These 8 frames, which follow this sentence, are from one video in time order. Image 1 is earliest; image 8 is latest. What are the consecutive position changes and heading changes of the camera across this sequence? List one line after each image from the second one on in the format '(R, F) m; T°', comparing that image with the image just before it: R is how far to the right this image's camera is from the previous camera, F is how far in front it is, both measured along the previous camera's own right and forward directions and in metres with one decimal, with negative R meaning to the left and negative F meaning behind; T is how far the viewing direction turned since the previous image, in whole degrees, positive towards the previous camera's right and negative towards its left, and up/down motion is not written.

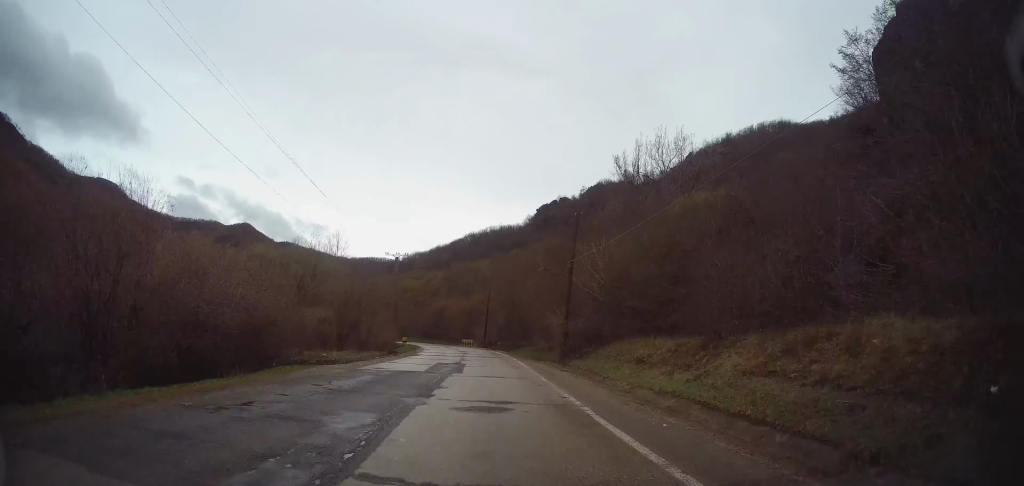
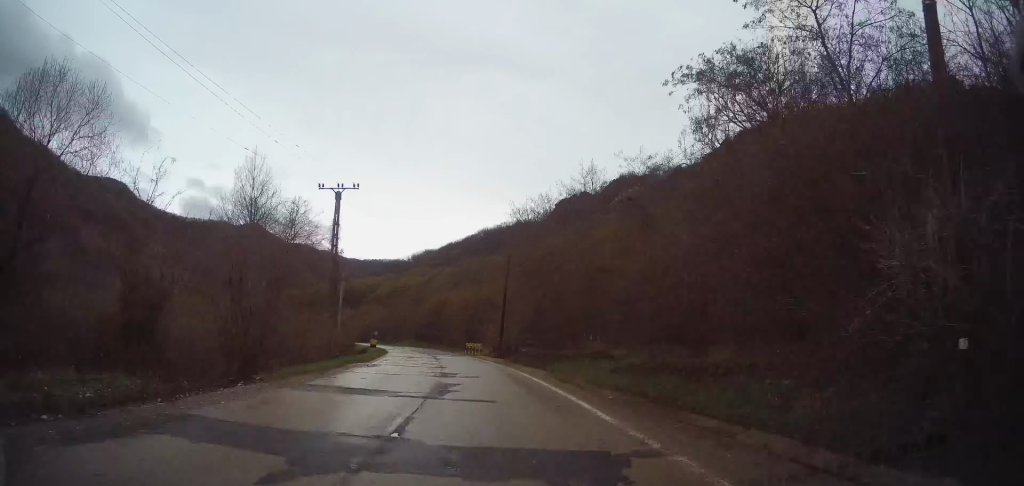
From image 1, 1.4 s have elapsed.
(-0.7, +29.3) m; -3°
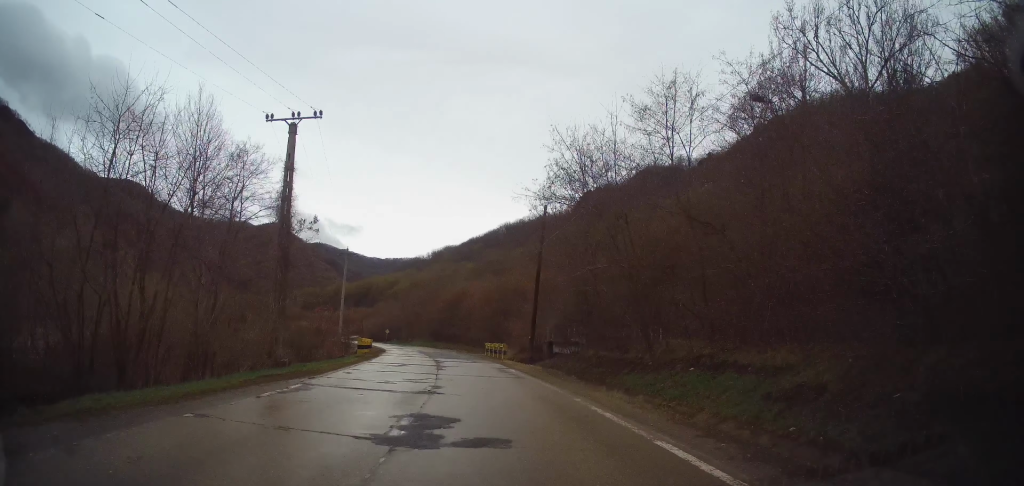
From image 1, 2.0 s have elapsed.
(-0.1, +11.5) m; -1°
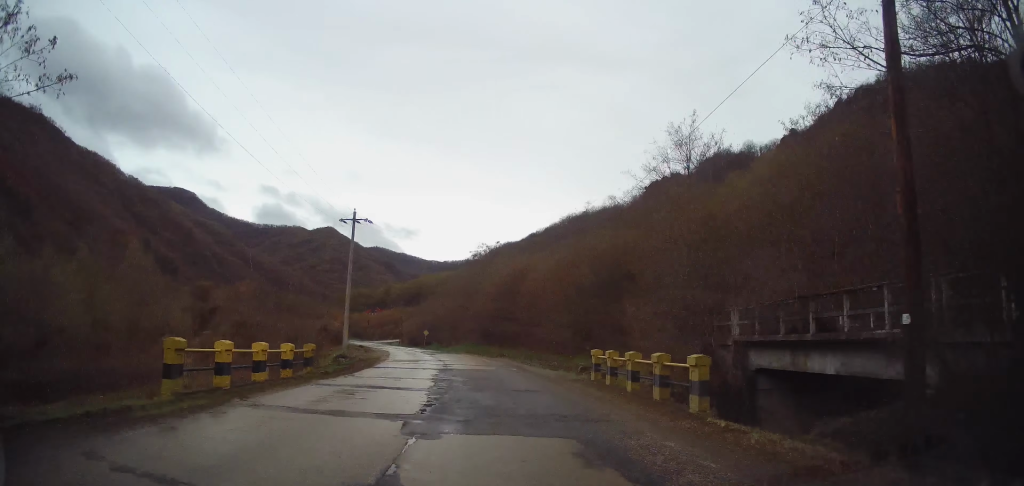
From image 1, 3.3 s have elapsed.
(-0.7, +26.2) m; -5°
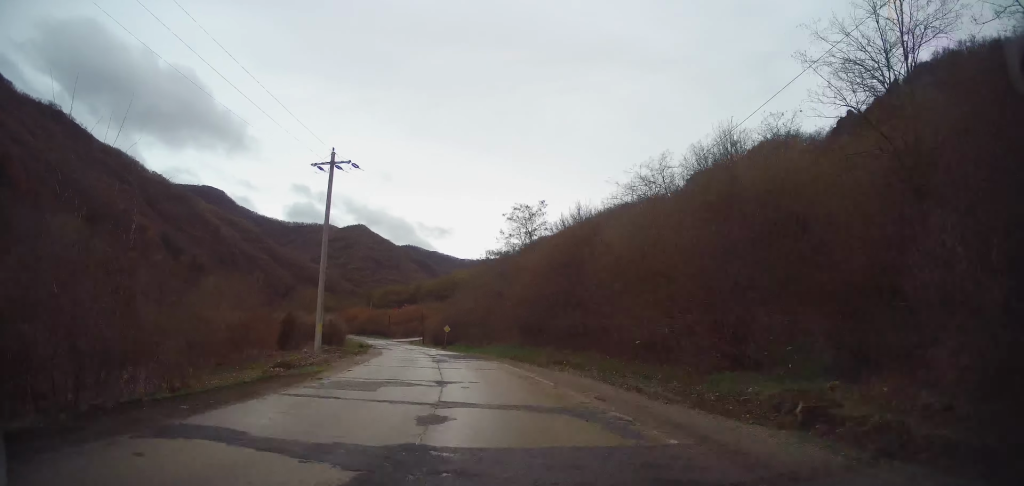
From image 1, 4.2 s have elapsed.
(-0.7, +18.1) m; -4°
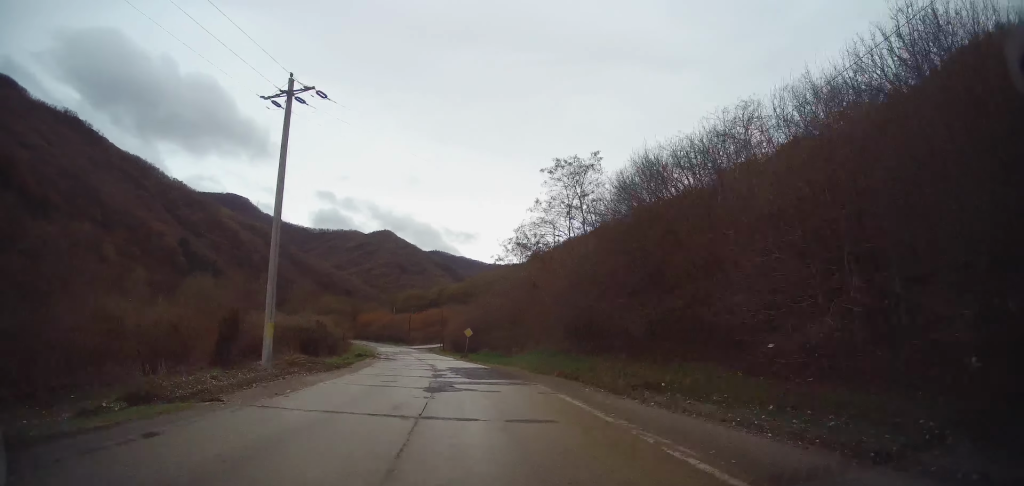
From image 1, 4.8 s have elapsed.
(-0.3, +12.7) m; -3°
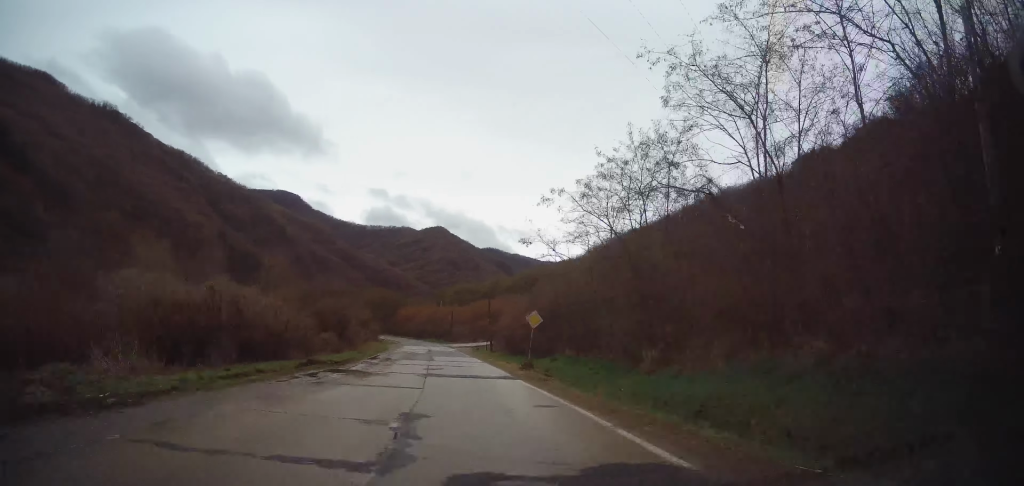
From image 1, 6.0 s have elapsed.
(-1.2, +23.8) m; -7°
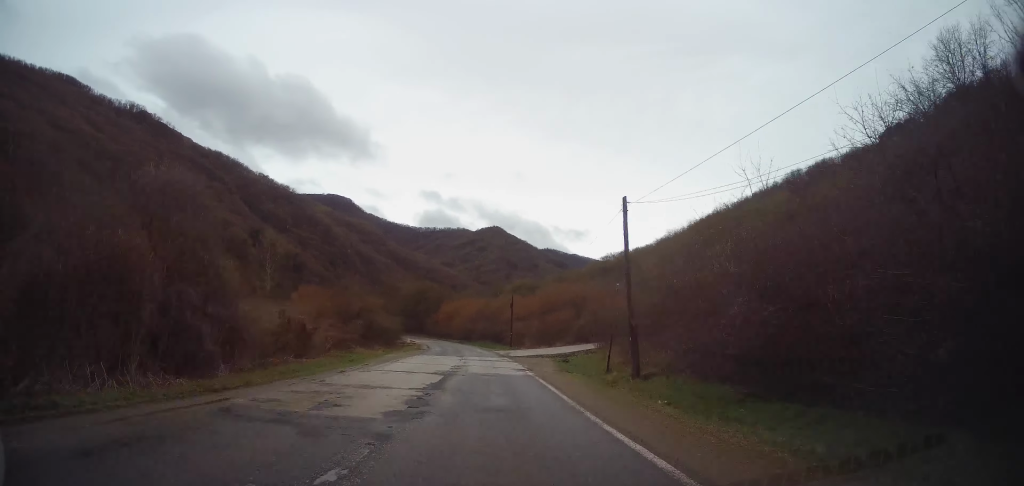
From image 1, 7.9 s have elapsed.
(-2.5, +36.8) m; -6°
